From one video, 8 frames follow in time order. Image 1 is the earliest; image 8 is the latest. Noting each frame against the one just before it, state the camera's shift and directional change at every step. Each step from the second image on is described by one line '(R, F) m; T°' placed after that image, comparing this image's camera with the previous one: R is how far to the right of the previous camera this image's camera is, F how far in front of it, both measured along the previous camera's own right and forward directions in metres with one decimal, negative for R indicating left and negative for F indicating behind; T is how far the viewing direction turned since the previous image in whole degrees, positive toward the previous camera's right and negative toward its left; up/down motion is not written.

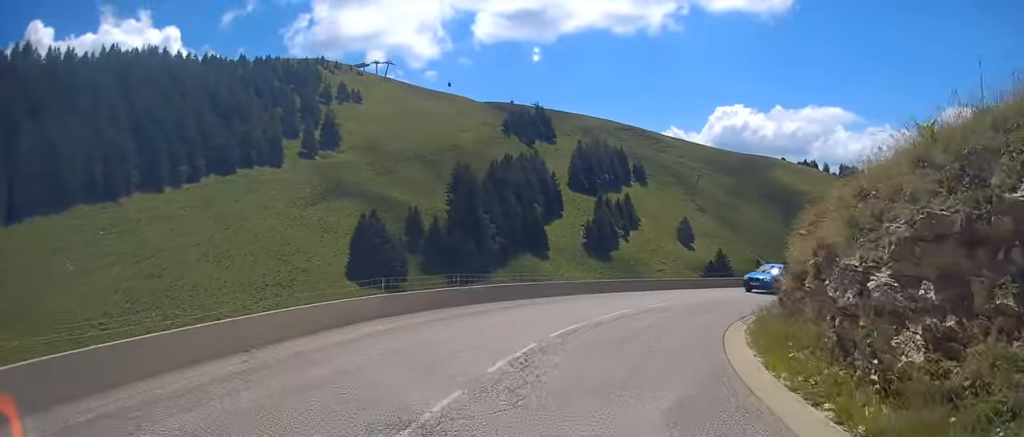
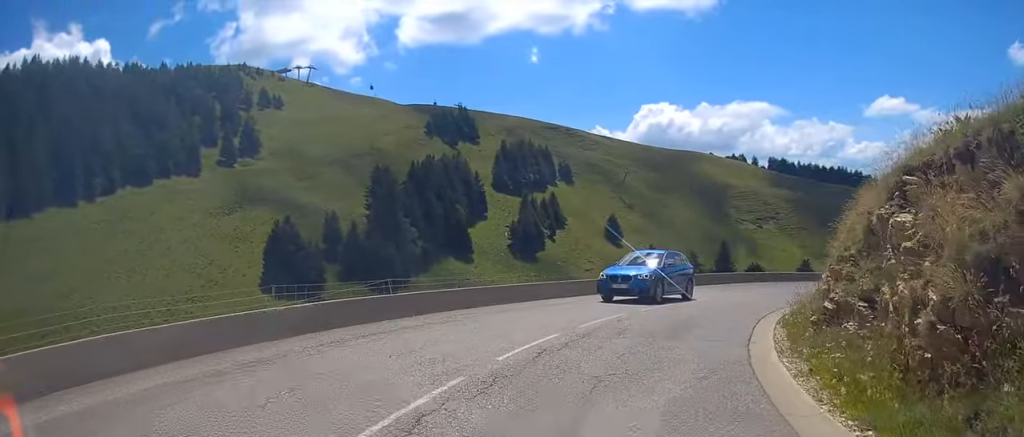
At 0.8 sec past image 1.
(+0.3, +7.6) m; +6°
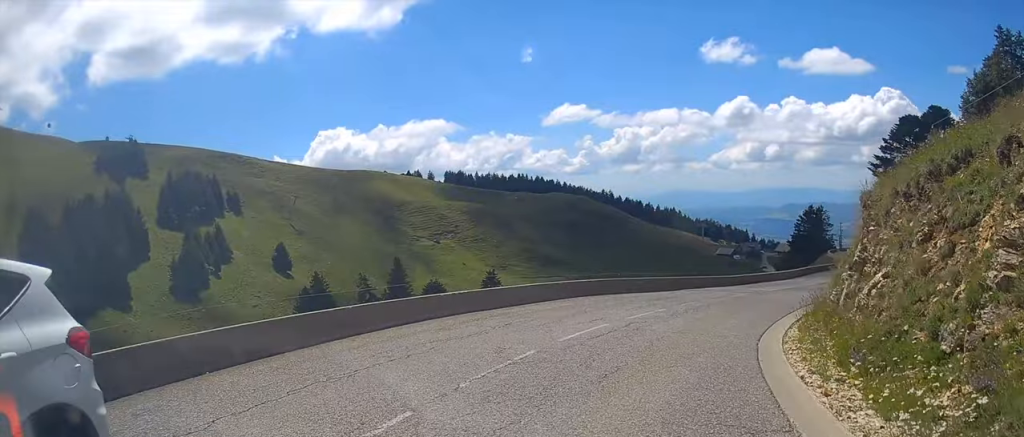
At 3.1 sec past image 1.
(+5.0, +21.3) m; +29°
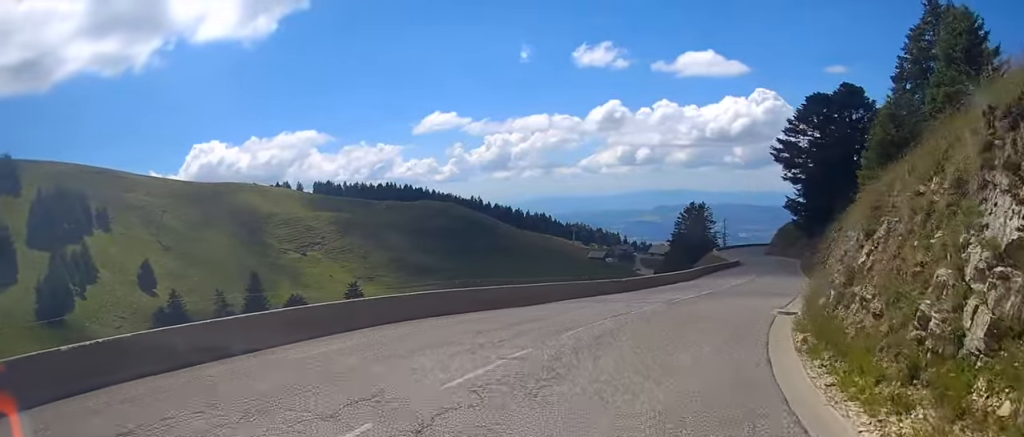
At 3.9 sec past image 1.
(+1.0, +8.9) m; +12°
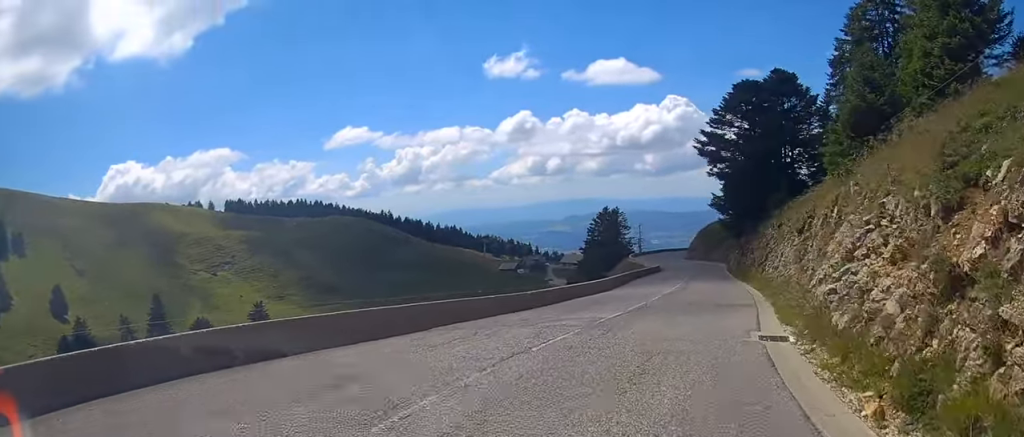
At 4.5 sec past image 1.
(+0.3, +5.8) m; +7°
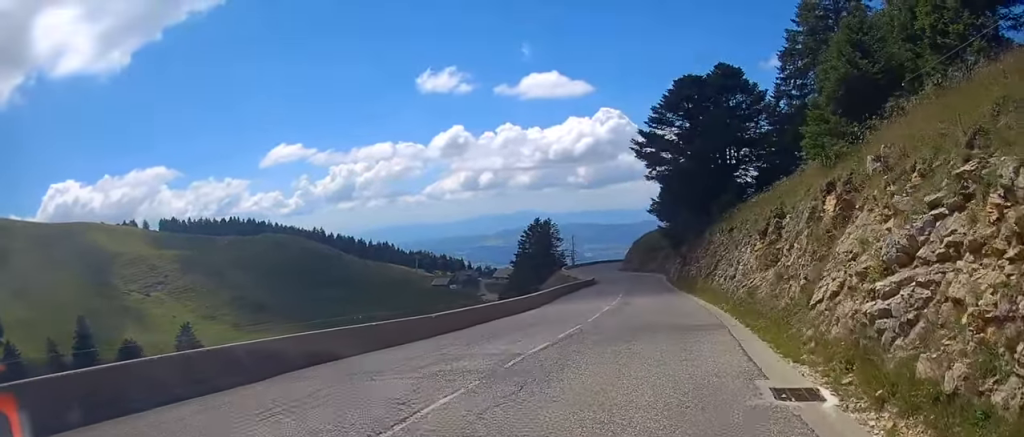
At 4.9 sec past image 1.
(+0.3, +4.6) m; +3°
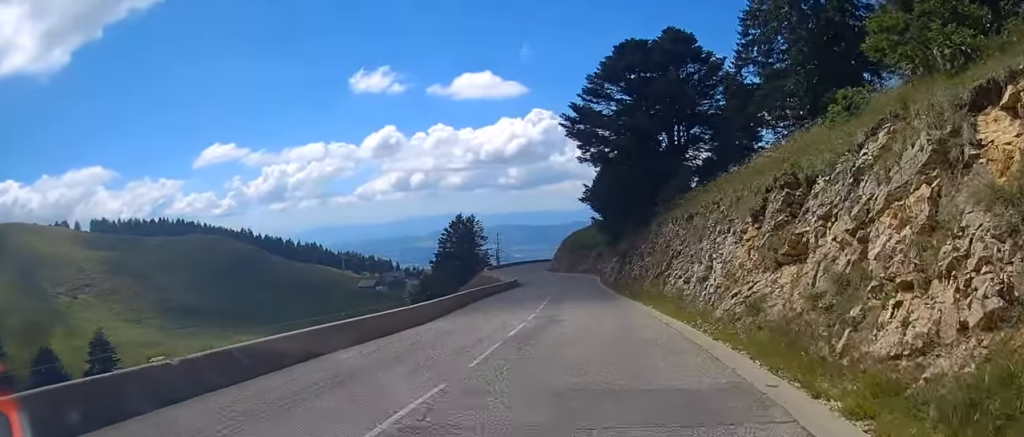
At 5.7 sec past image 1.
(+0.4, +8.6) m; +4°
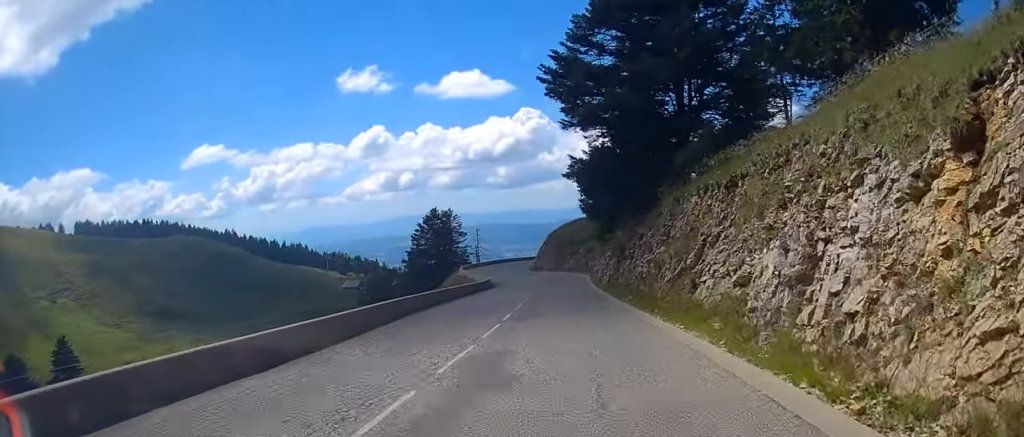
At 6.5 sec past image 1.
(+0.3, +9.9) m; +1°
